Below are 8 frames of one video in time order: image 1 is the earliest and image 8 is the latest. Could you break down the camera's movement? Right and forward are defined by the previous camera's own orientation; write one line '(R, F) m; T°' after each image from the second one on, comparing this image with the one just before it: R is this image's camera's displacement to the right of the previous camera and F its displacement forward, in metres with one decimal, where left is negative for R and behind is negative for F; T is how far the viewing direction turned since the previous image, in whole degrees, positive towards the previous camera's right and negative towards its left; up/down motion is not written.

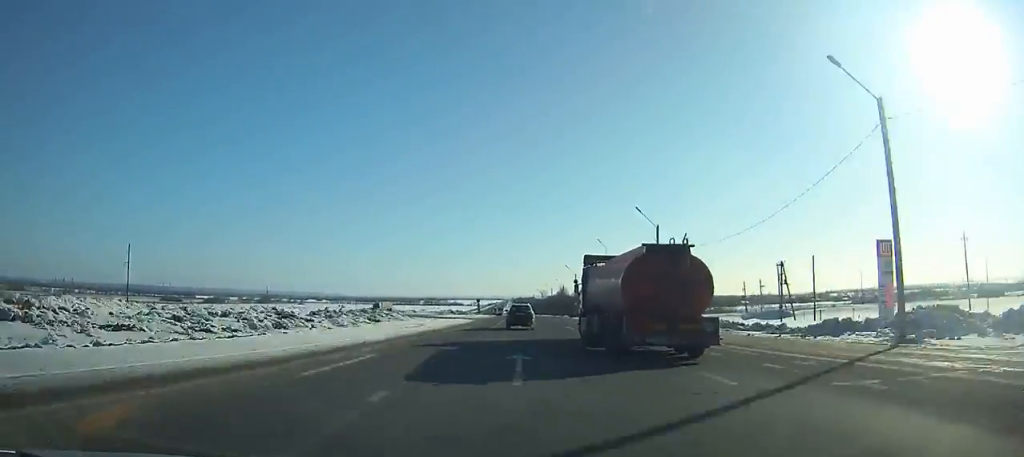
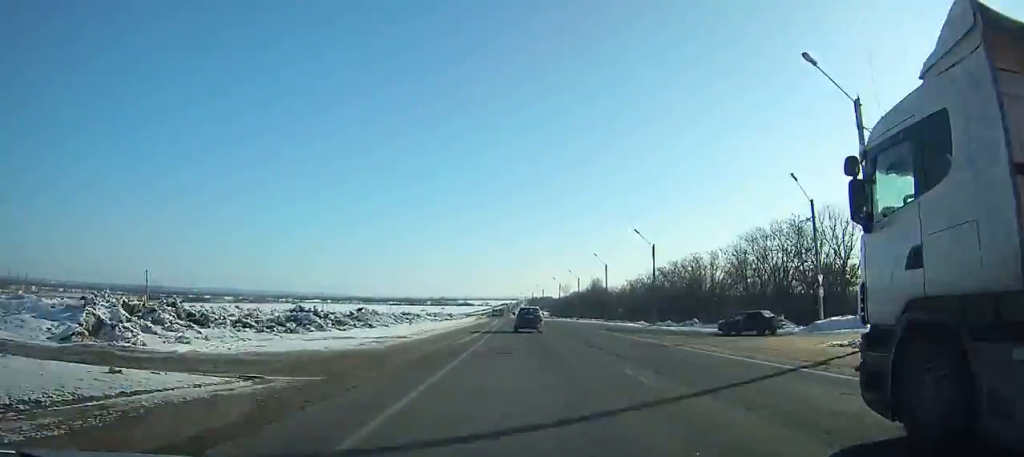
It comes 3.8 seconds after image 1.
(-1.9, +92.1) m; -2°
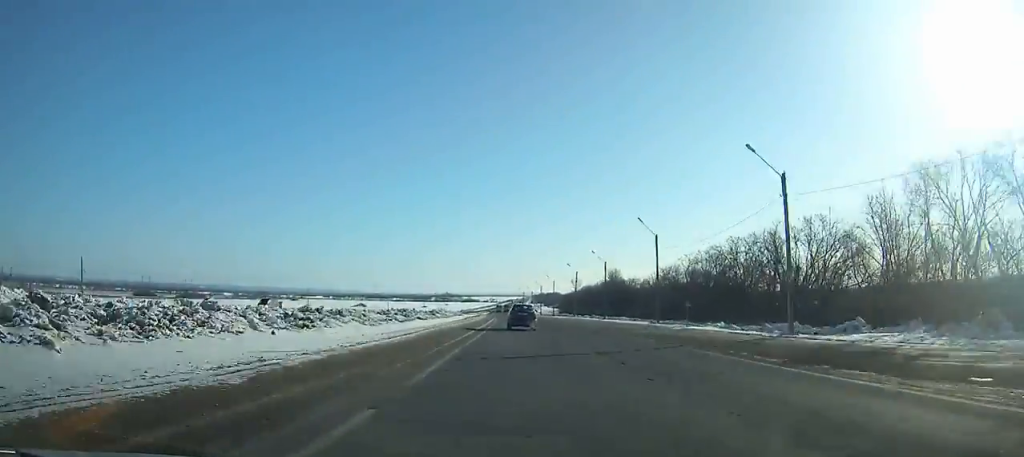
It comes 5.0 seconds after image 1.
(-0.1, +29.4) m; -1°
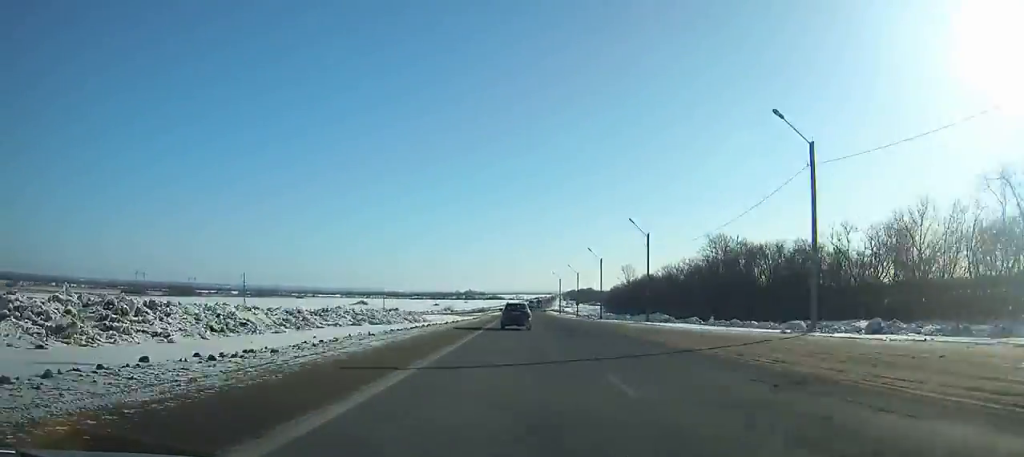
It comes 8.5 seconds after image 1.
(-1.6, +87.8) m; -2°
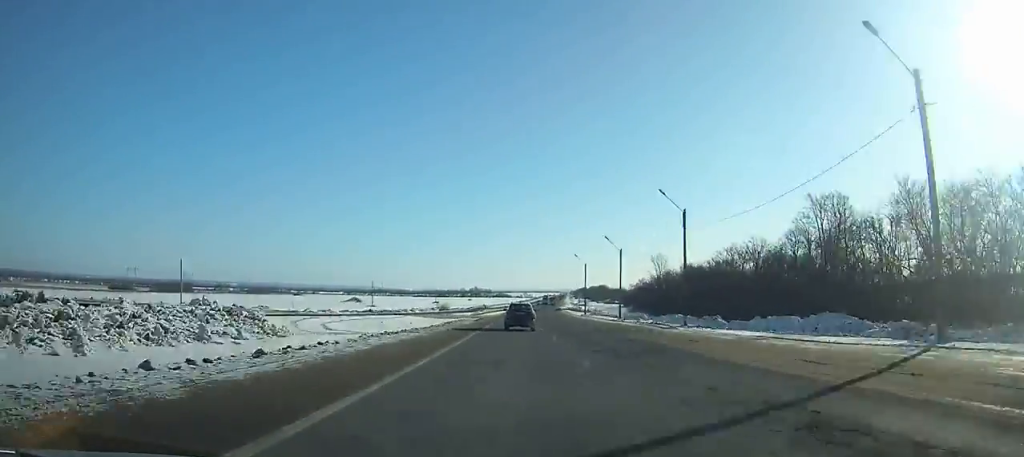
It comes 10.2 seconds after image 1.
(-0.6, +43.4) m; -1°
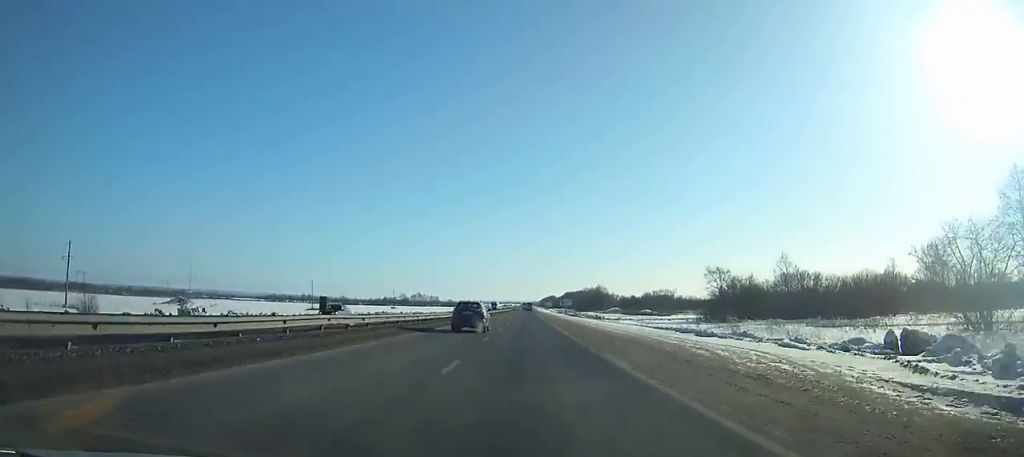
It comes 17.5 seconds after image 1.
(+3.9, +191.3) m; +3°
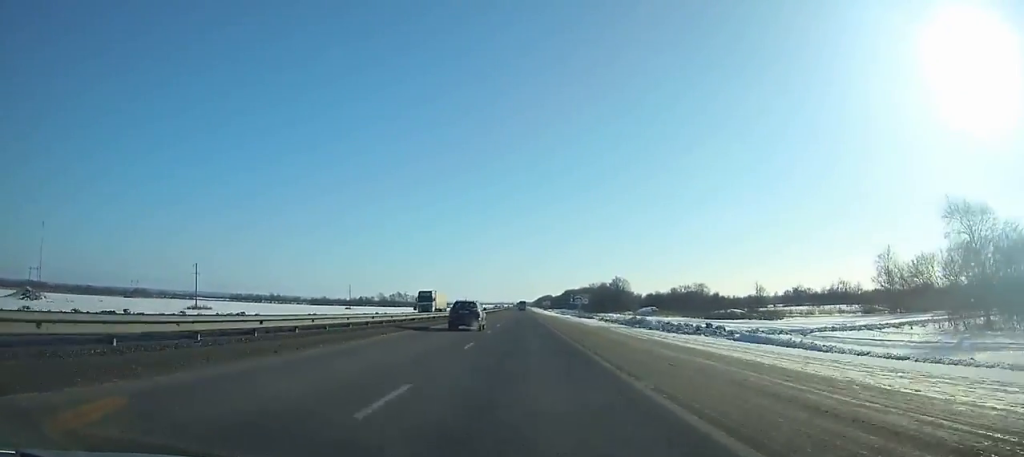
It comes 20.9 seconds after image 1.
(+1.0, +90.1) m; +1°
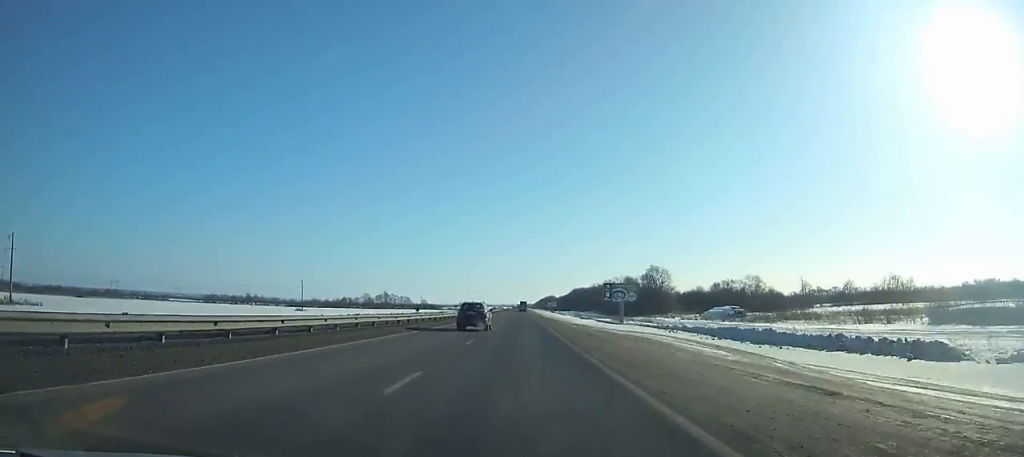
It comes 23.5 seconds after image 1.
(+0.3, +68.9) m; 0°
